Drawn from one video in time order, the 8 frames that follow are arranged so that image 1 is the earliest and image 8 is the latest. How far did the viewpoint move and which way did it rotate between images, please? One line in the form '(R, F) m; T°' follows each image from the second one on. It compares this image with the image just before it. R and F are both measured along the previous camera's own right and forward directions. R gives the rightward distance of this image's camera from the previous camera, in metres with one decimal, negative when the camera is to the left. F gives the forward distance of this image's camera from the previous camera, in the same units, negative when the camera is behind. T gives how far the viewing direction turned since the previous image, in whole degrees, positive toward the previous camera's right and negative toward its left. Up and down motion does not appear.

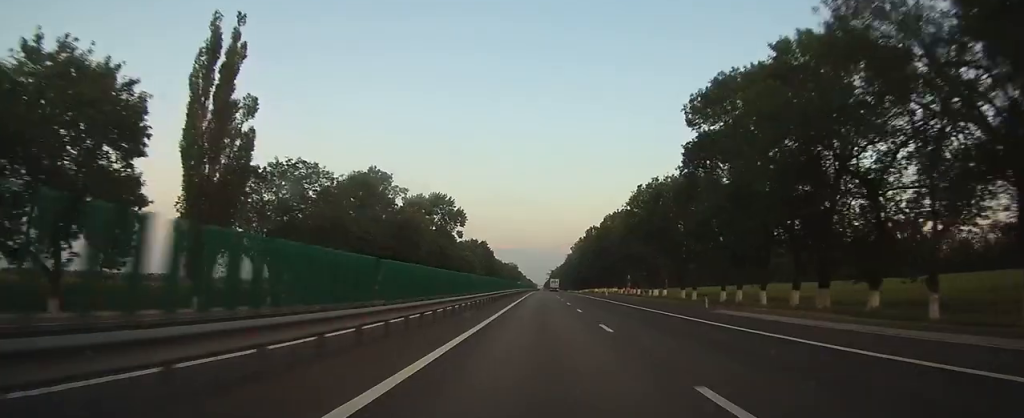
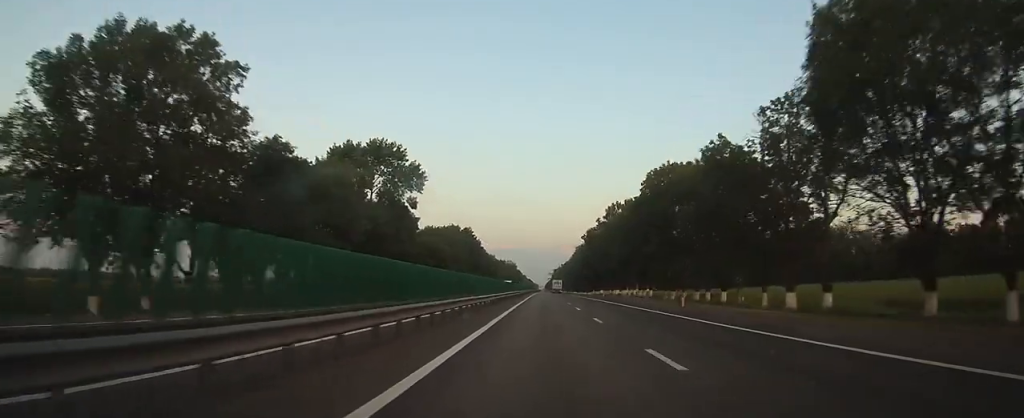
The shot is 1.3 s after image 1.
(0.0, +43.4) m; 0°
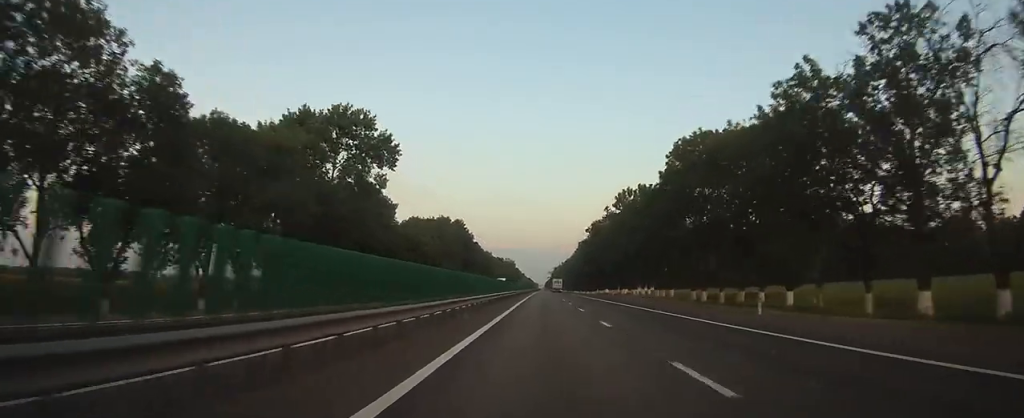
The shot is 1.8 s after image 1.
(0.0, +14.1) m; 0°
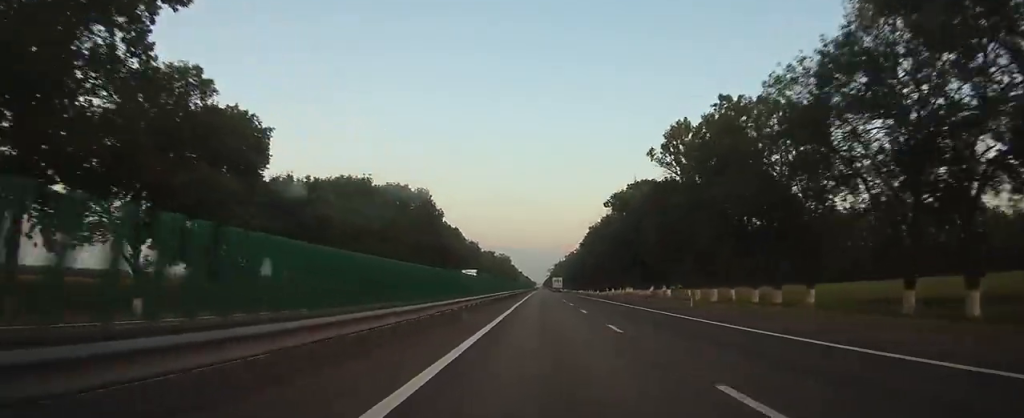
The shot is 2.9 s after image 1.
(0.0, +38.1) m; 0°
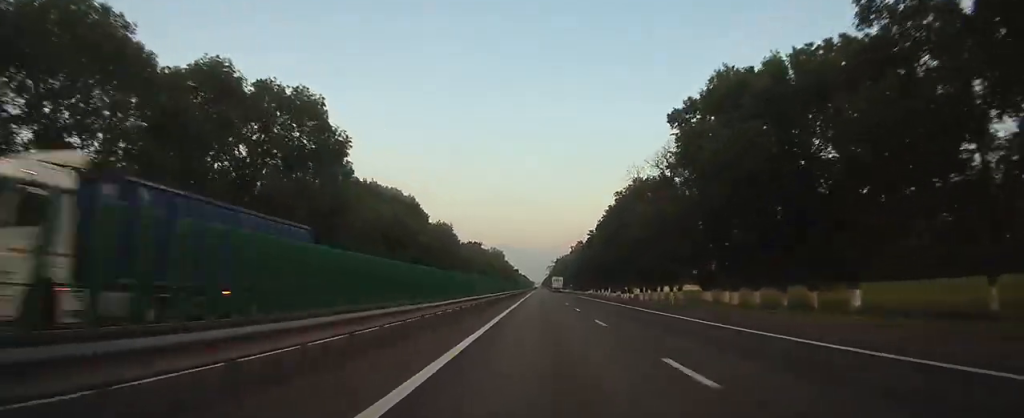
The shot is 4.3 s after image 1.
(0.0, +45.0) m; 0°
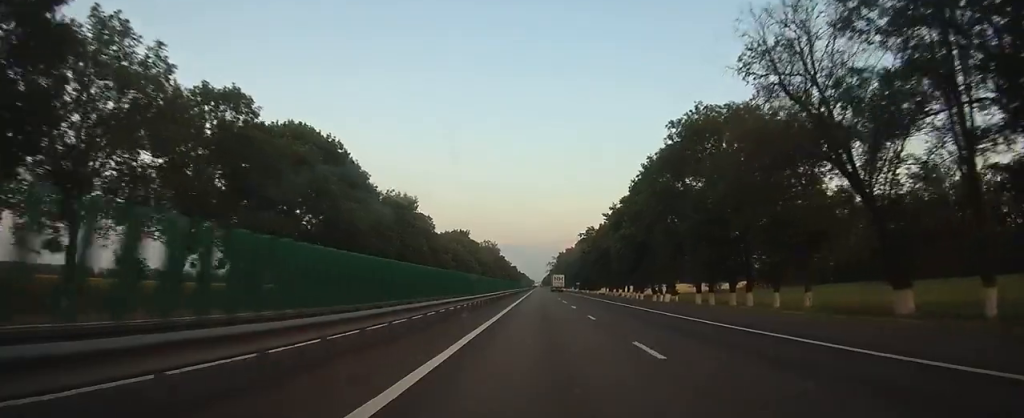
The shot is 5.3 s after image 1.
(0.0, +33.1) m; 0°
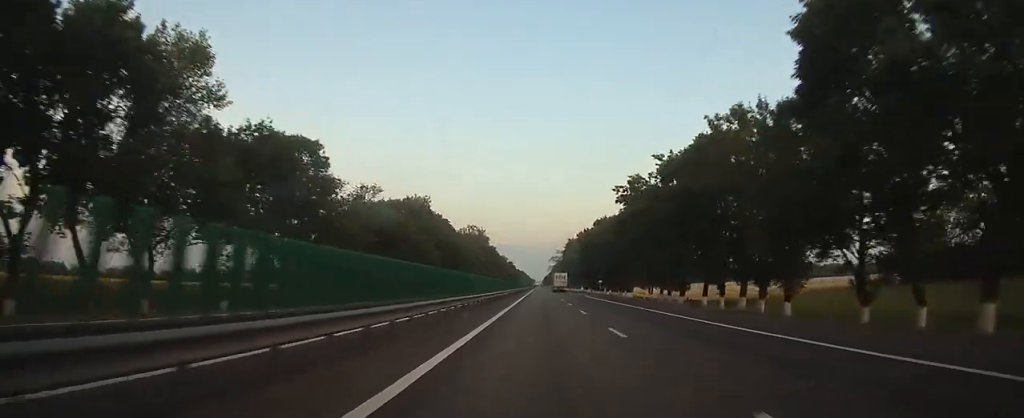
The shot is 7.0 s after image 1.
(0.0, +55.5) m; 0°
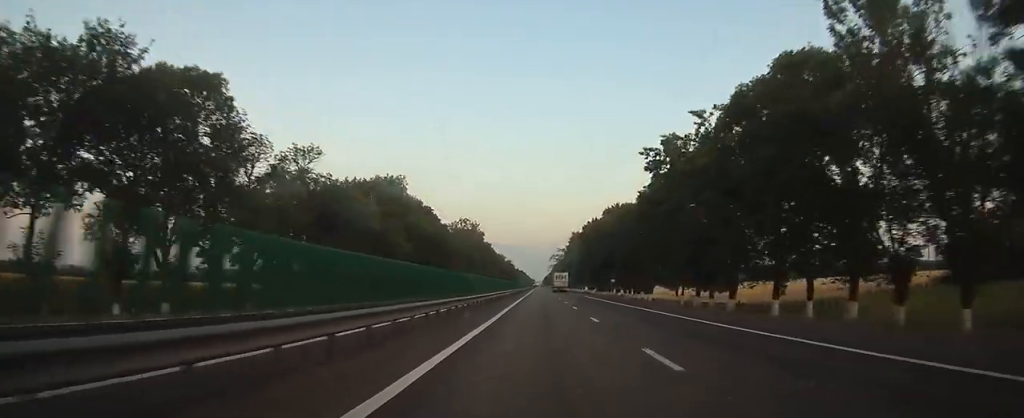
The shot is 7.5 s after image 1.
(0.0, +17.8) m; 0°
